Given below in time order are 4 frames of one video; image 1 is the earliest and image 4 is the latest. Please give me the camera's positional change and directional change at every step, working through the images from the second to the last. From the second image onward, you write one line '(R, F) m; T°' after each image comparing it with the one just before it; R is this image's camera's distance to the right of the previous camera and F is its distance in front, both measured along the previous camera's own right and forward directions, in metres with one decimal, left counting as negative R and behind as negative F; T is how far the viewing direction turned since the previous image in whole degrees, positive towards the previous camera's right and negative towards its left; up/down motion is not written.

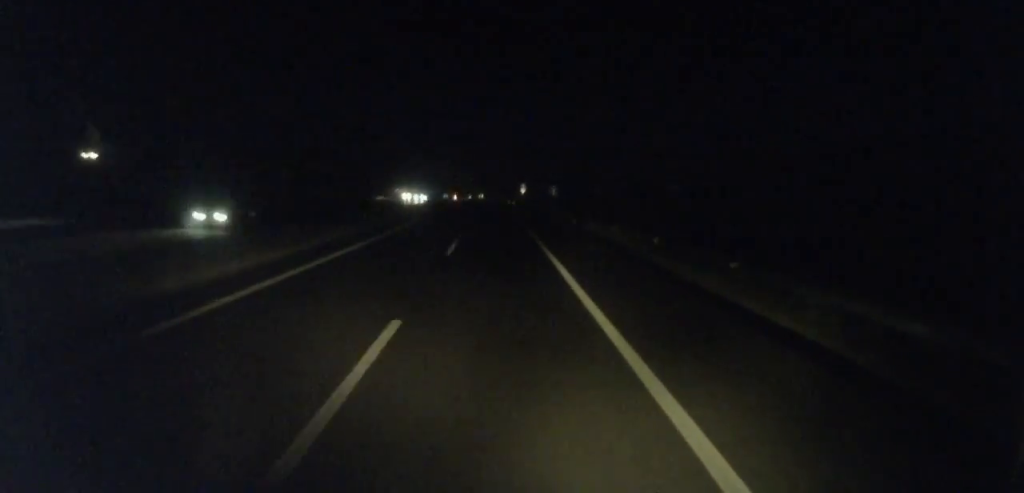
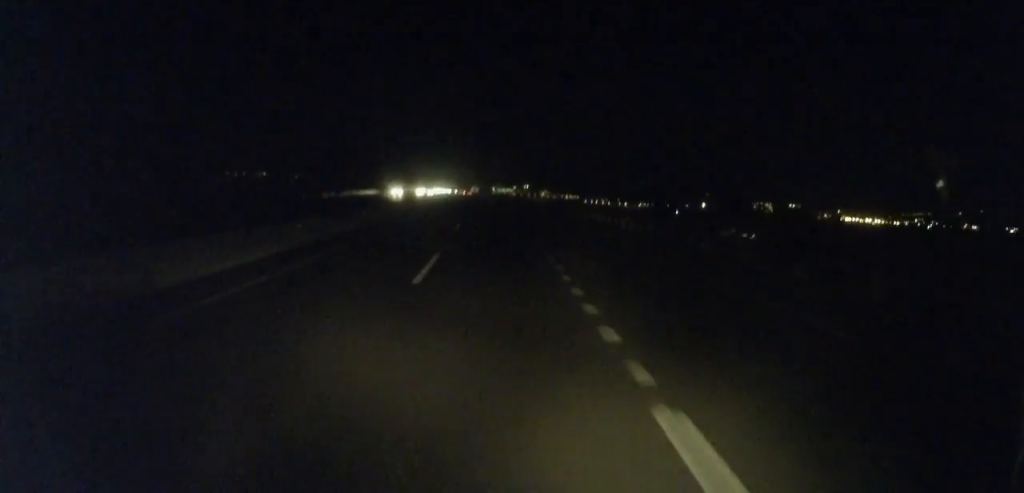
(-9.7, +142.1) m; -6°
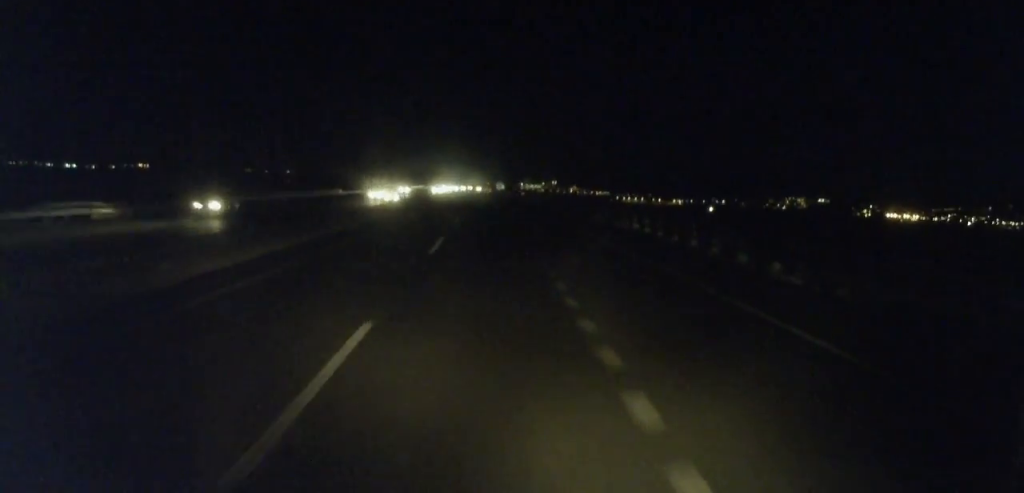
(0.0, +63.6) m; -1°
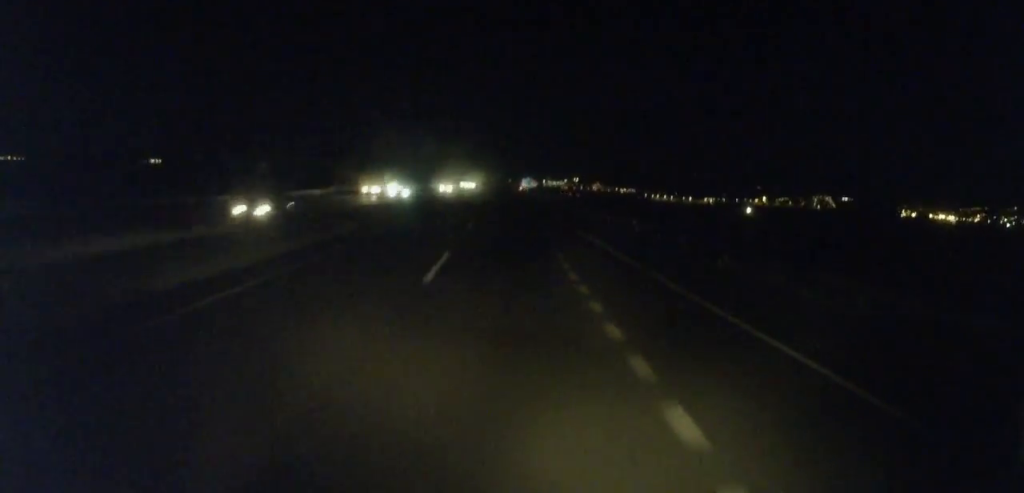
(-1.1, +73.4) m; 0°
